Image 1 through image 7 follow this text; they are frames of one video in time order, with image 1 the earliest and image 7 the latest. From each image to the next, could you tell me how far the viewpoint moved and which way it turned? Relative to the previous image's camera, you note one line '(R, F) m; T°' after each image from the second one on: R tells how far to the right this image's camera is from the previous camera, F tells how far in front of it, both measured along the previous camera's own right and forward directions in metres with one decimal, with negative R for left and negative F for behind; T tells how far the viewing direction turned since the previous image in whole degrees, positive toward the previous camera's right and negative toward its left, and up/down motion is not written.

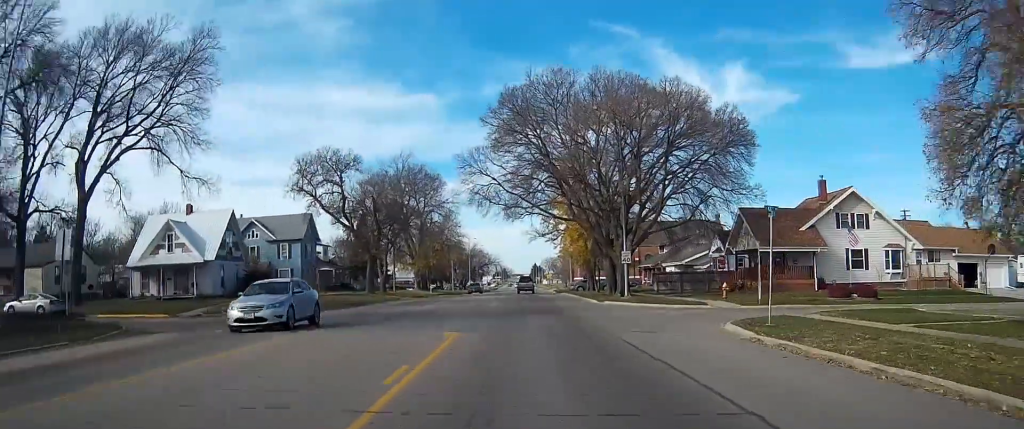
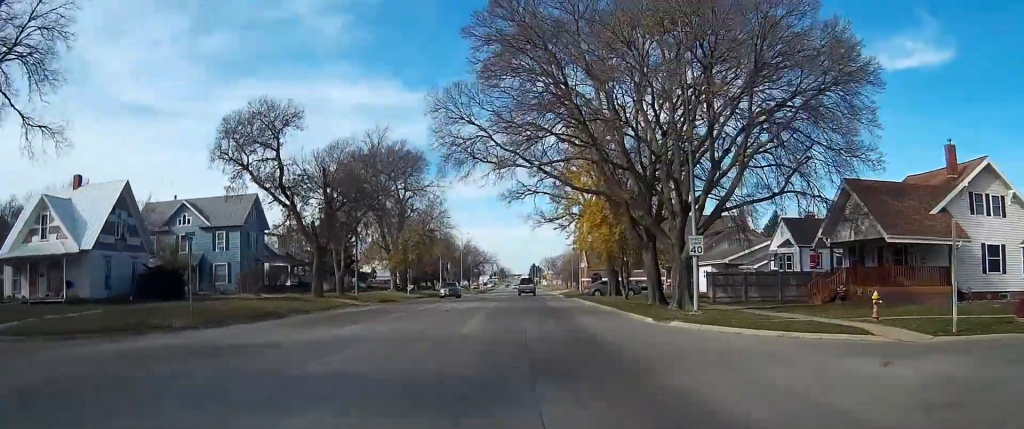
(0.0, +18.9) m; 0°
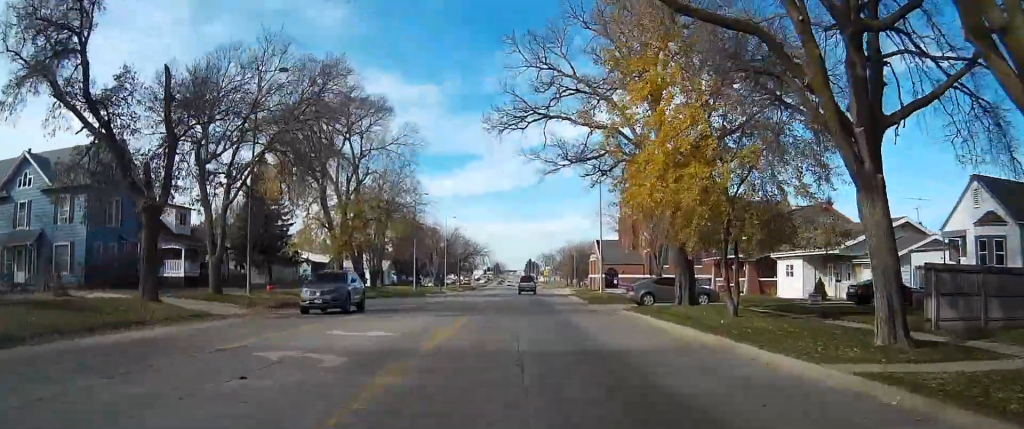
(-0.1, +25.6) m; 0°
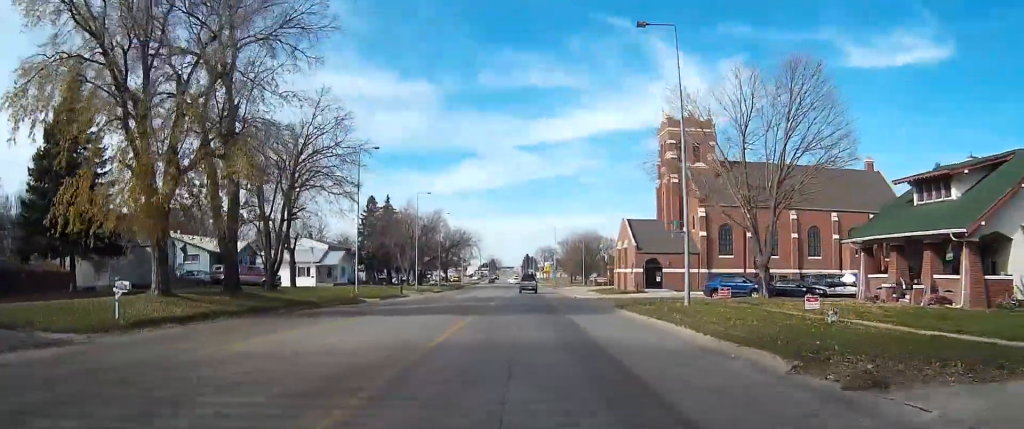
(+0.3, +32.7) m; +1°
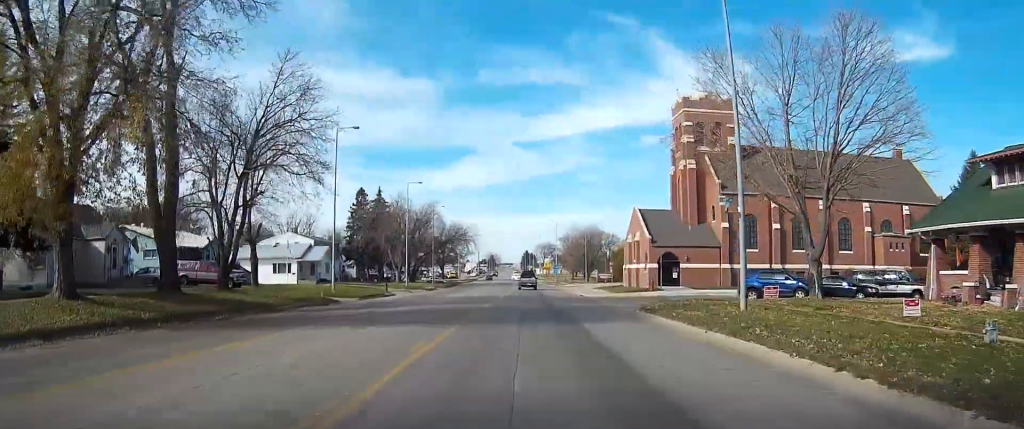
(-0.1, +7.8) m; 0°
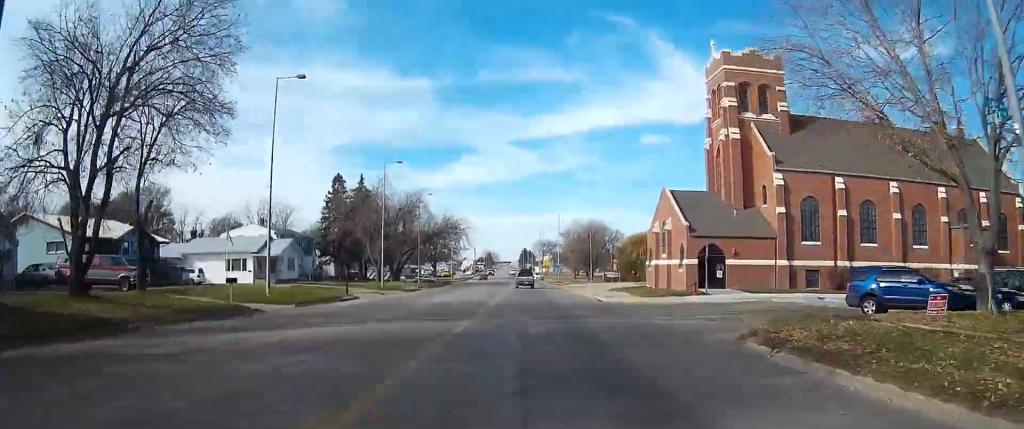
(-0.1, +14.3) m; 0°
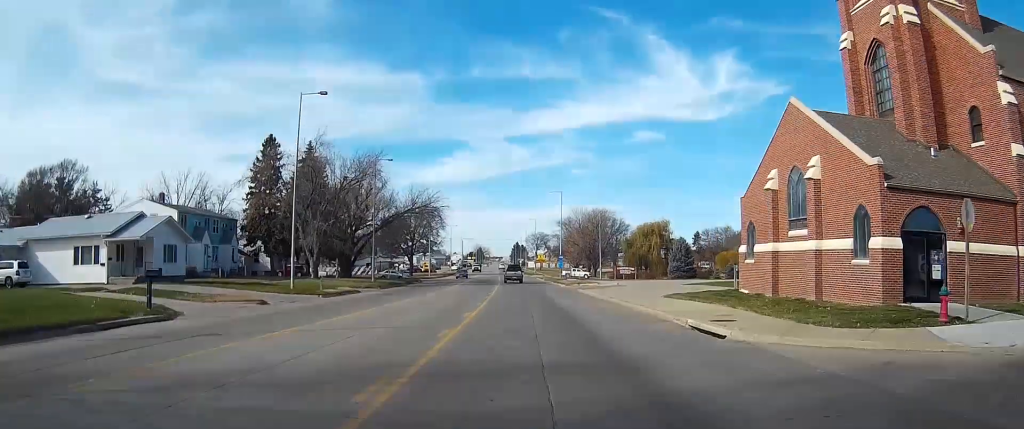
(0.0, +27.0) m; 0°
